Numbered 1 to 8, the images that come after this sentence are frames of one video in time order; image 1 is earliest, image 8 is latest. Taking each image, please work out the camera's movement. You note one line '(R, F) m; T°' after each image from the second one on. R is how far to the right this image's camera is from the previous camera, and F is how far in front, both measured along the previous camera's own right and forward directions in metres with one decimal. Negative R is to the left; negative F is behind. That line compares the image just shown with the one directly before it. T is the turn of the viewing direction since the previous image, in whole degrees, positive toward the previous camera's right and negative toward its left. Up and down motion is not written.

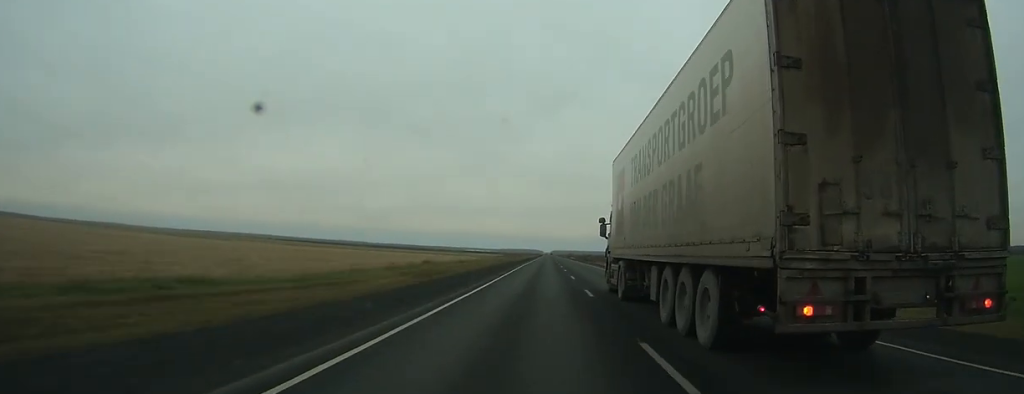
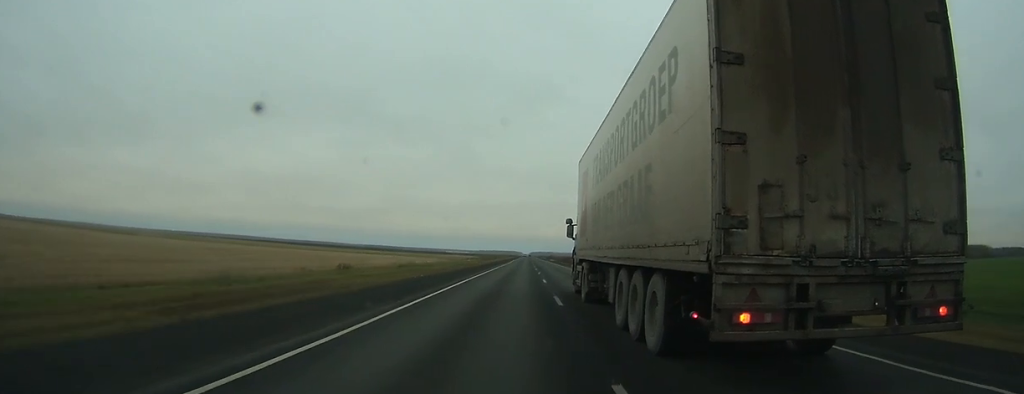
(+0.1, +27.4) m; +1°
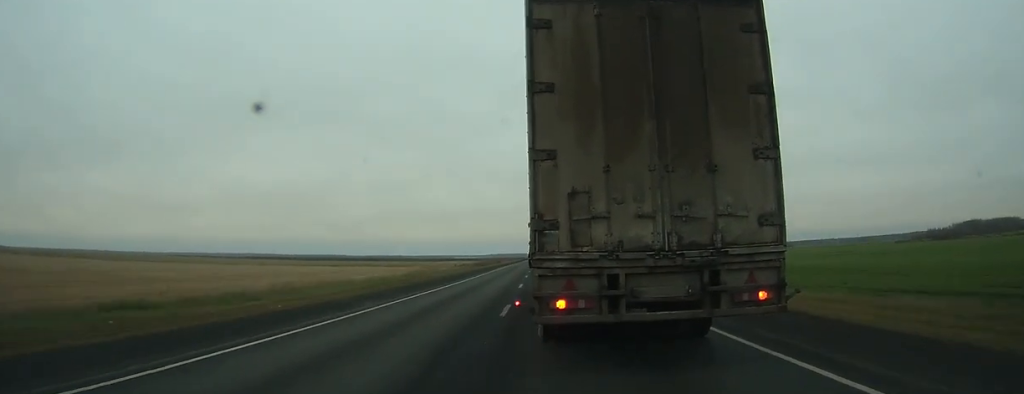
(+0.9, +51.9) m; +1°
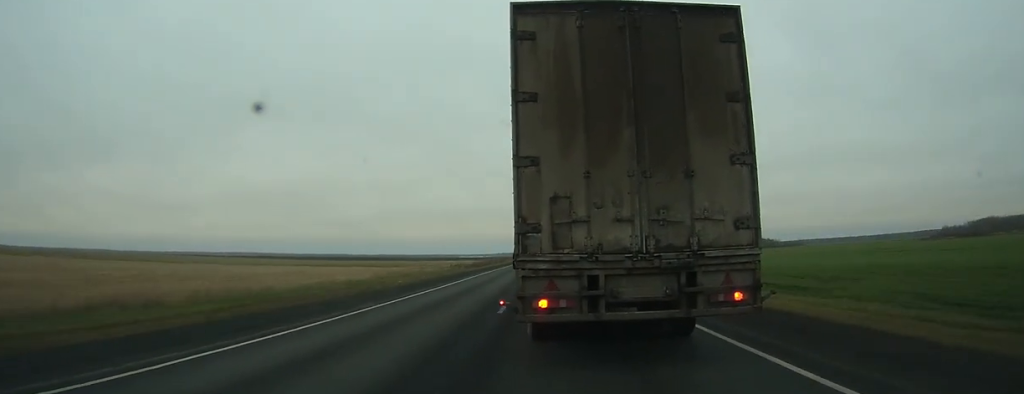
(+0.1, +23.6) m; 0°
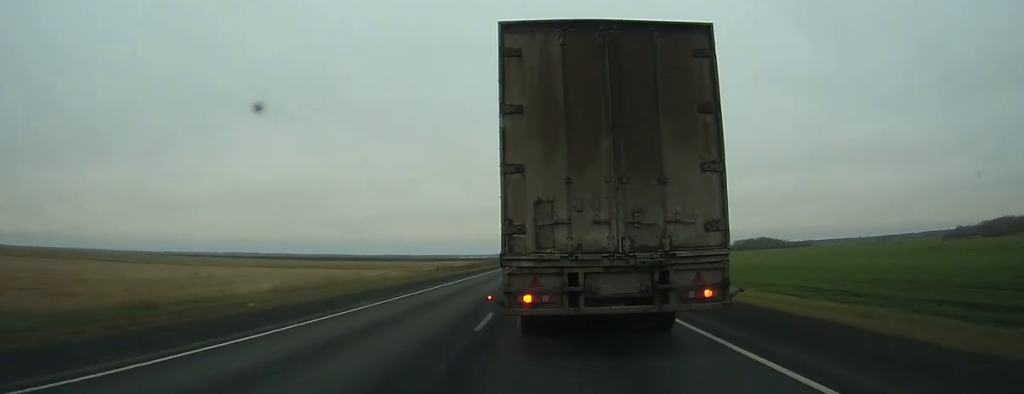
(-0.3, +27.6) m; -1°
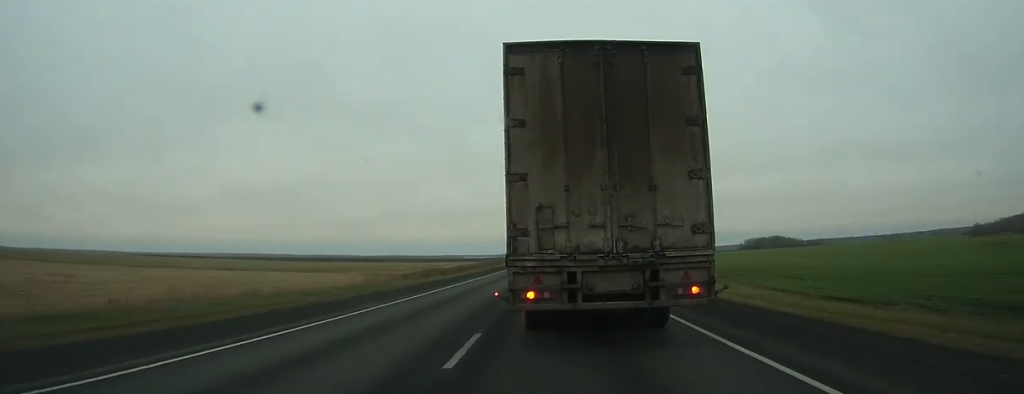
(-0.2, +28.0) m; -1°
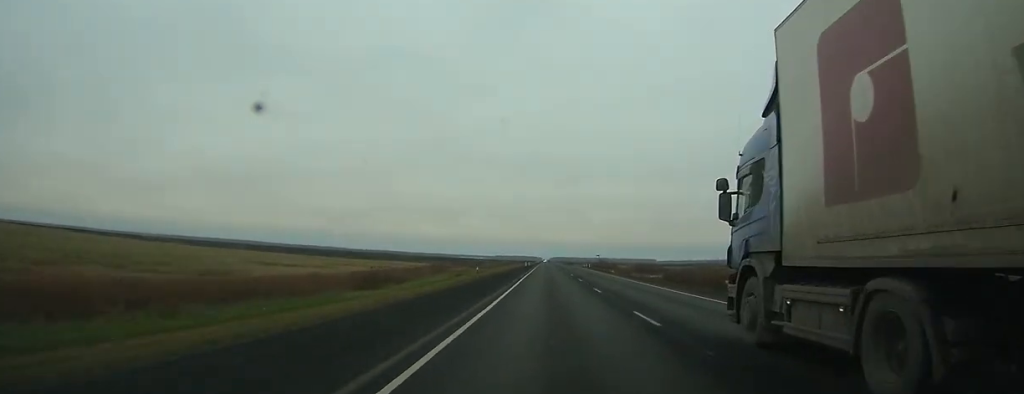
(-2.7, +138.0) m; -1°
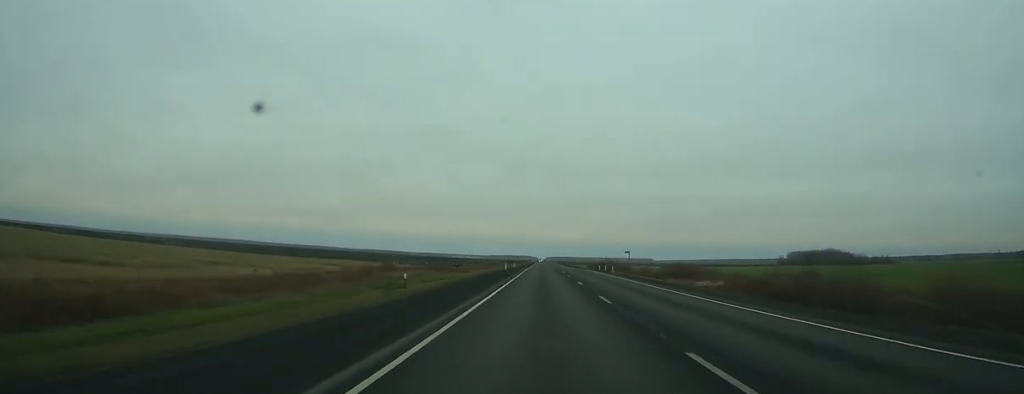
(+0.3, +40.5) m; +1°
